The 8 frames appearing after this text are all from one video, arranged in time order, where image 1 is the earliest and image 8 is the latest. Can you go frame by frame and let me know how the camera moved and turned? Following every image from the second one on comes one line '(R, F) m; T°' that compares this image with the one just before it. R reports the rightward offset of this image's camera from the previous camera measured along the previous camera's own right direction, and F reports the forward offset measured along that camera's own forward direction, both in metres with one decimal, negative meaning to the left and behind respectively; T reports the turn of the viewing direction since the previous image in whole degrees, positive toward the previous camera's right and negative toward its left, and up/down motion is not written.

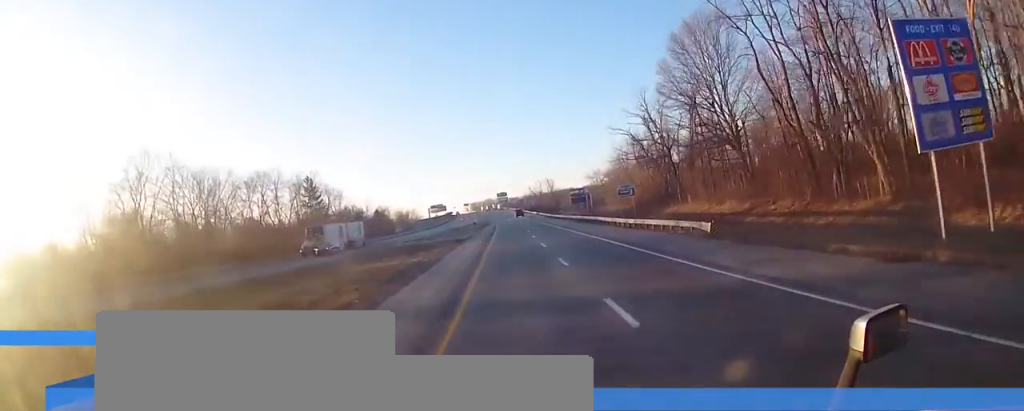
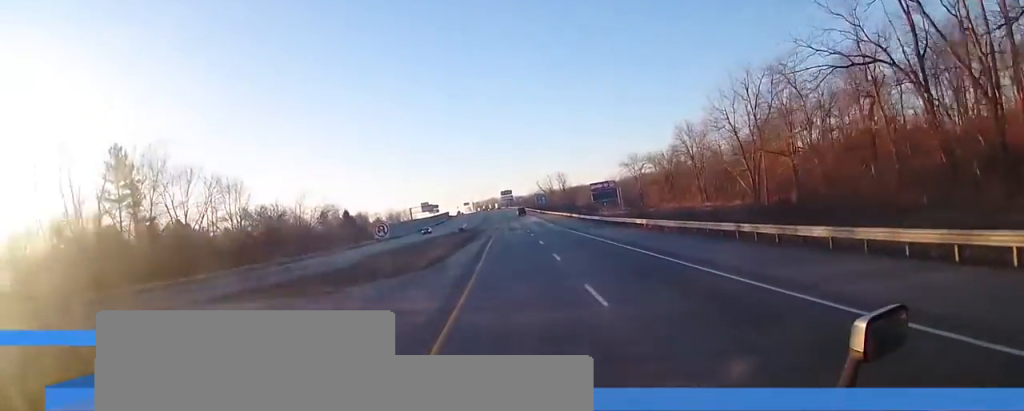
(-0.2, +58.2) m; 0°
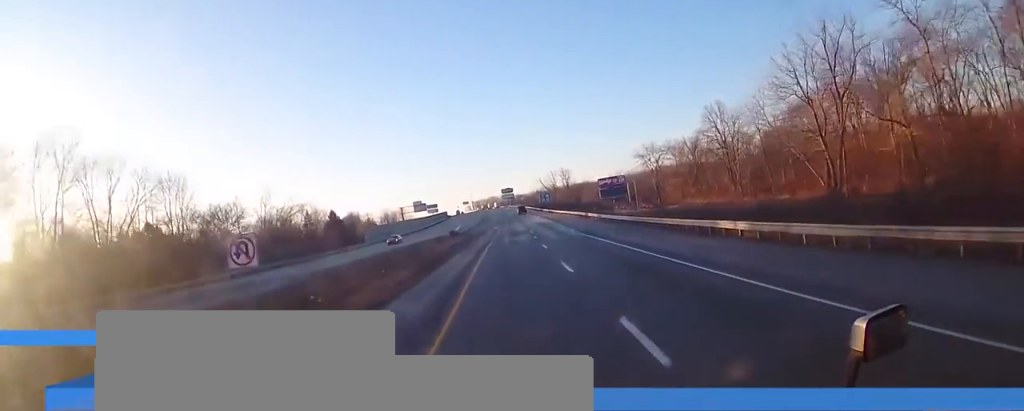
(0.0, +17.8) m; 0°
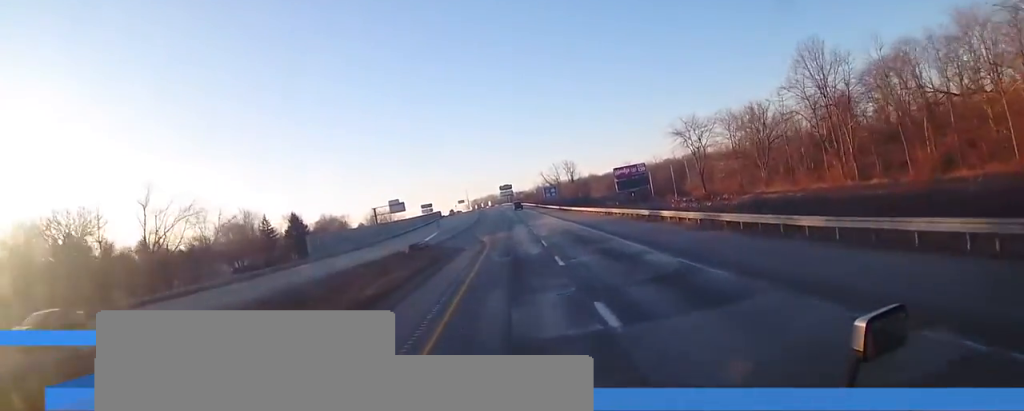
(0.0, +33.9) m; 0°
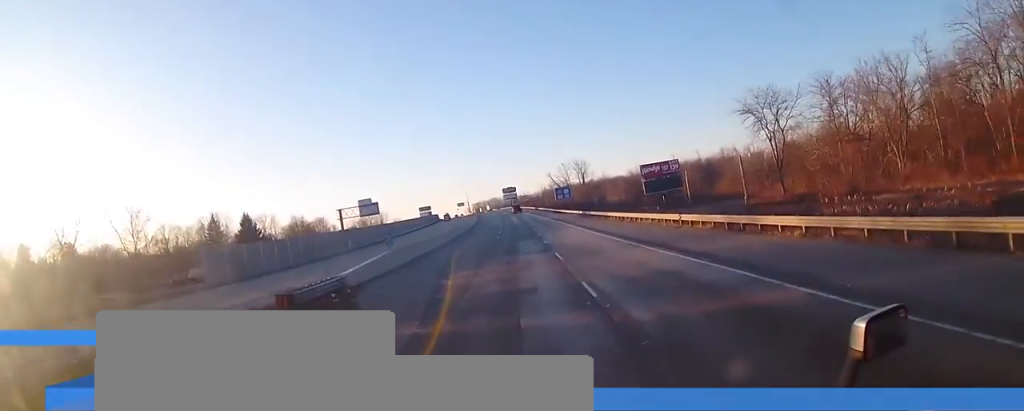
(-0.3, +31.4) m; 0°
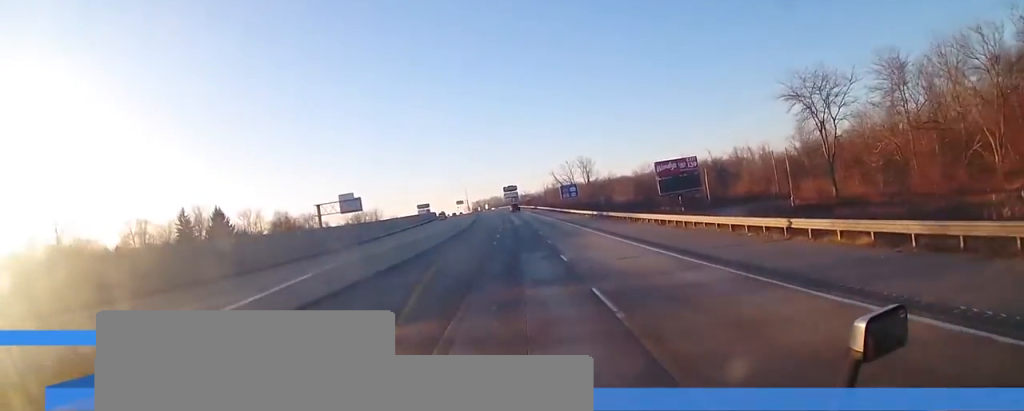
(-0.1, +13.3) m; 0°
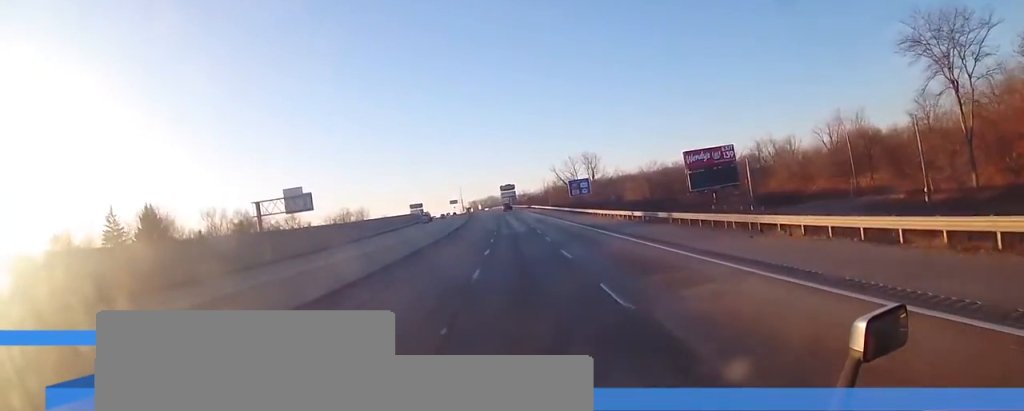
(+0.3, +24.0) m; +1°
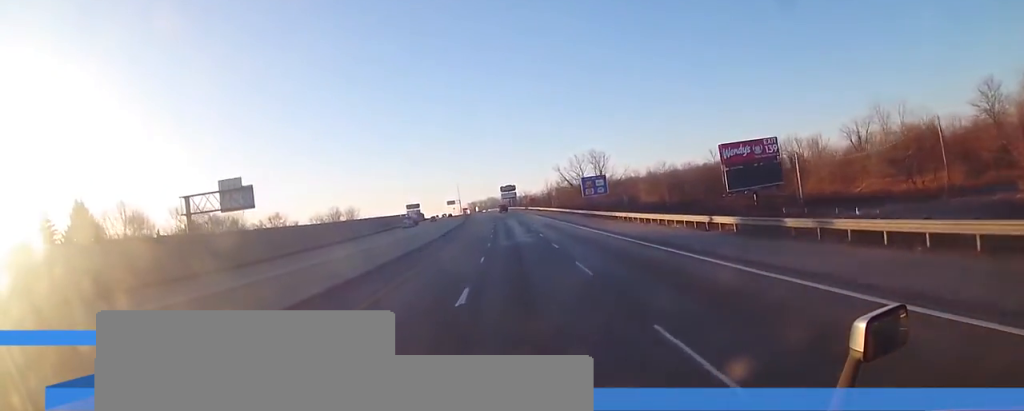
(0.0, +18.1) m; 0°
